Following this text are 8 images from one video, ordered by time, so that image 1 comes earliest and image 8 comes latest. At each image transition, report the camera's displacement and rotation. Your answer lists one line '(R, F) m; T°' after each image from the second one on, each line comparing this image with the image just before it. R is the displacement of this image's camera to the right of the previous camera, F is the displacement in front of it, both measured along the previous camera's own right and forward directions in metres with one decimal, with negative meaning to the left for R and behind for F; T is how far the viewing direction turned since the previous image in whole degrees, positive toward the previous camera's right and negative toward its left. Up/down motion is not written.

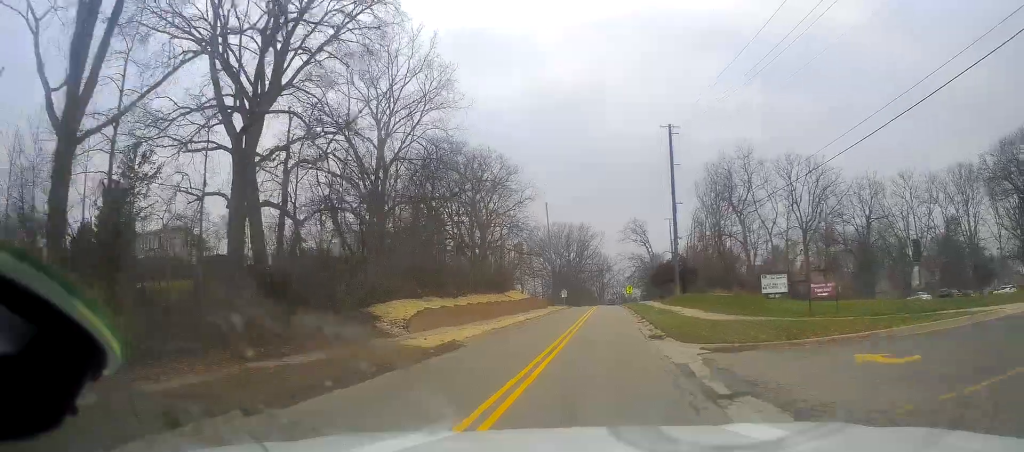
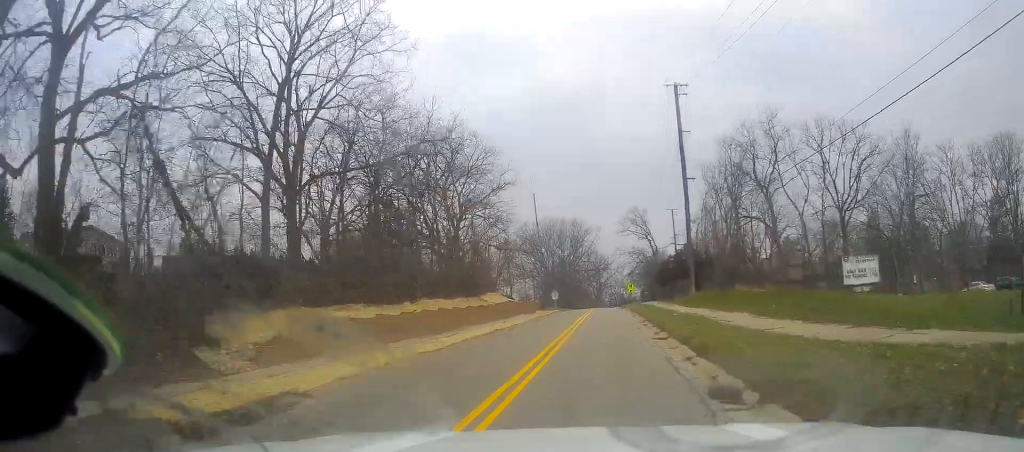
(+0.4, +13.9) m; 0°
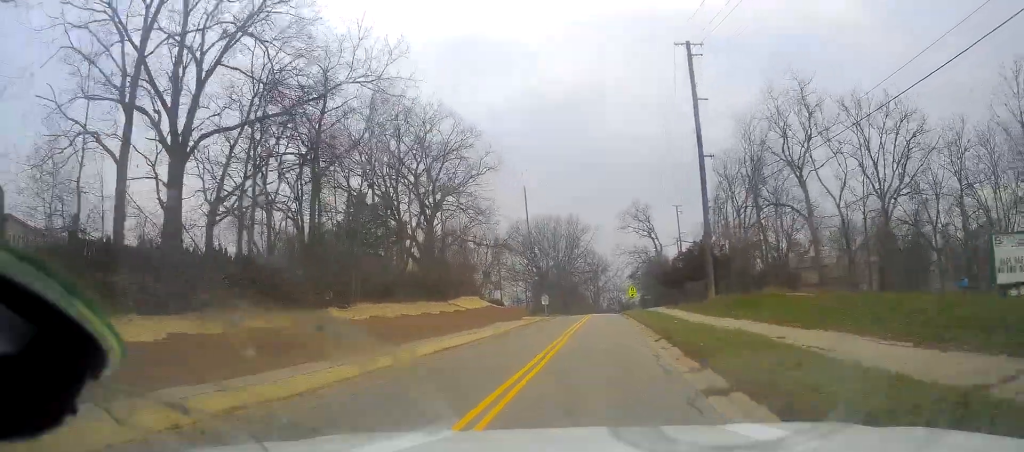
(-0.1, +10.7) m; -1°
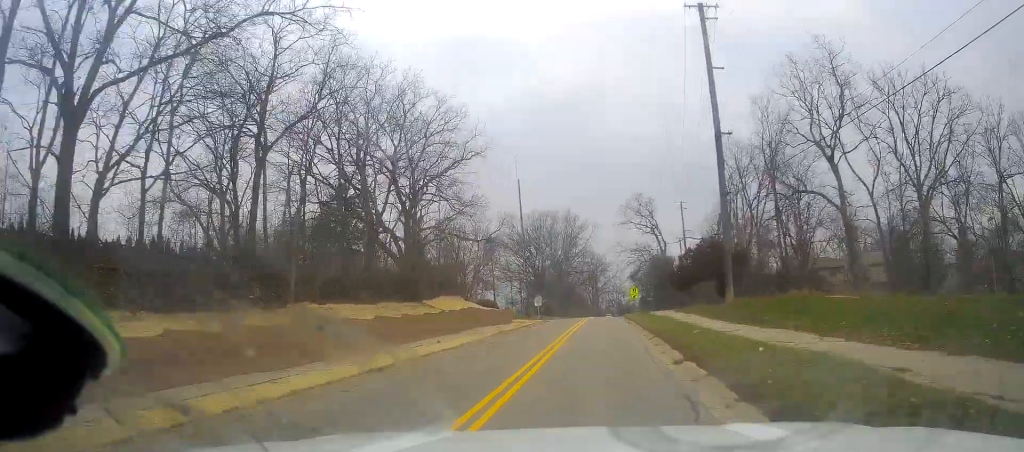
(-0.1, +6.9) m; -1°
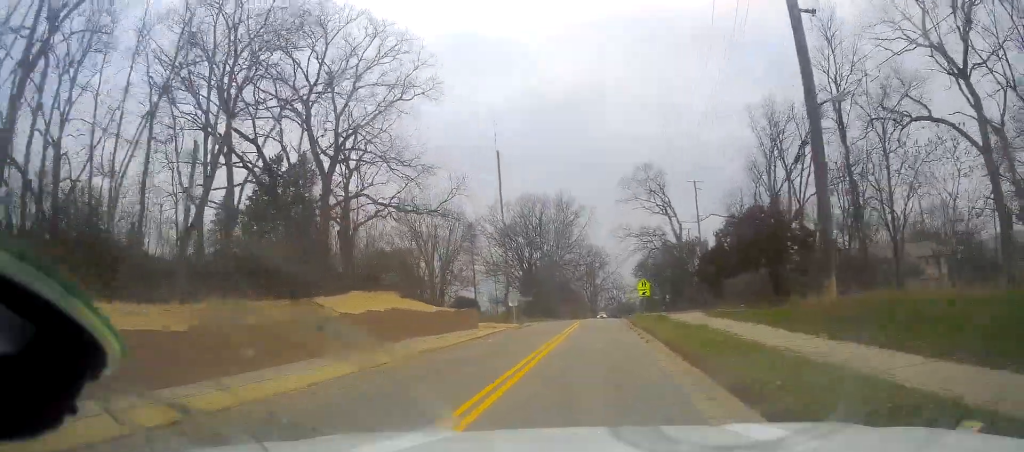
(-0.1, +17.1) m; 0°
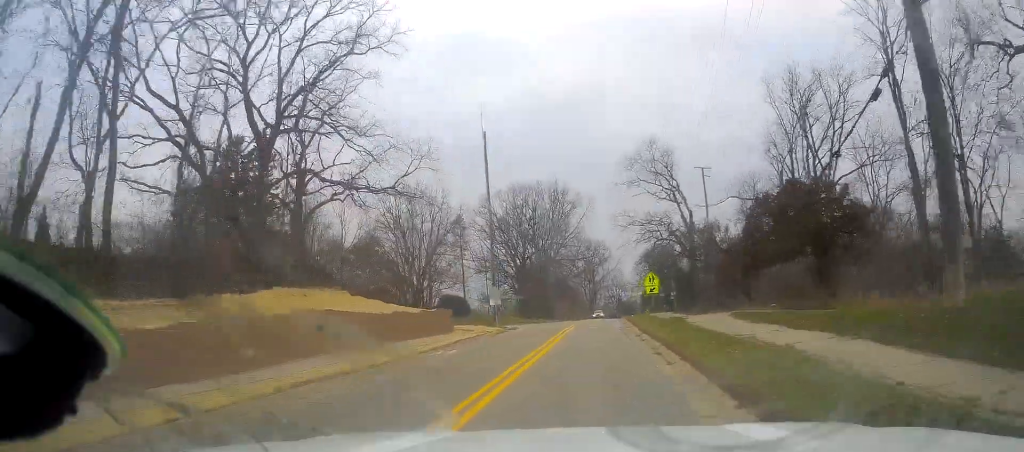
(0.0, +8.0) m; +1°
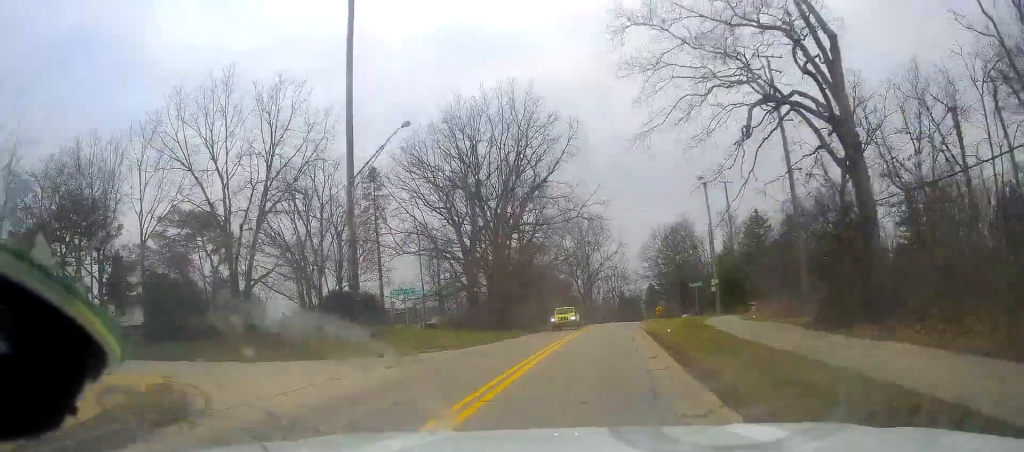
(+0.6, +36.6) m; +1°
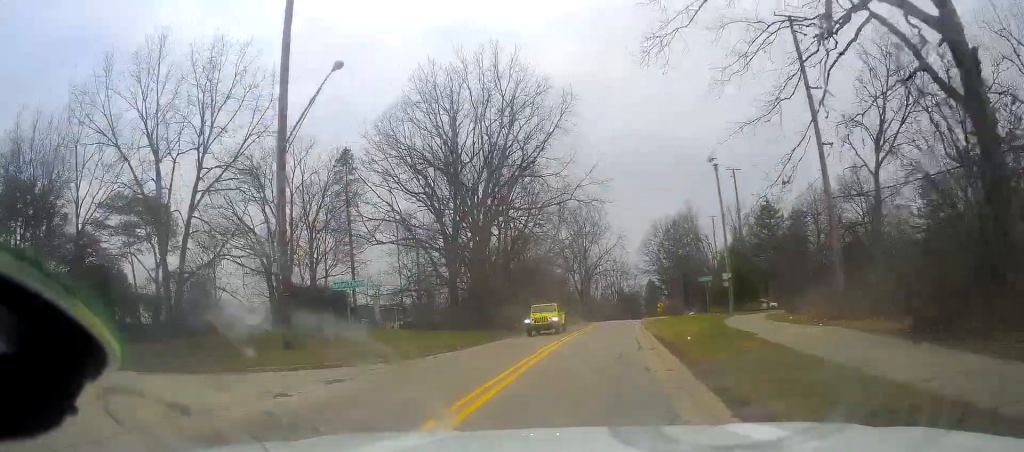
(-0.1, +7.0) m; 0°
